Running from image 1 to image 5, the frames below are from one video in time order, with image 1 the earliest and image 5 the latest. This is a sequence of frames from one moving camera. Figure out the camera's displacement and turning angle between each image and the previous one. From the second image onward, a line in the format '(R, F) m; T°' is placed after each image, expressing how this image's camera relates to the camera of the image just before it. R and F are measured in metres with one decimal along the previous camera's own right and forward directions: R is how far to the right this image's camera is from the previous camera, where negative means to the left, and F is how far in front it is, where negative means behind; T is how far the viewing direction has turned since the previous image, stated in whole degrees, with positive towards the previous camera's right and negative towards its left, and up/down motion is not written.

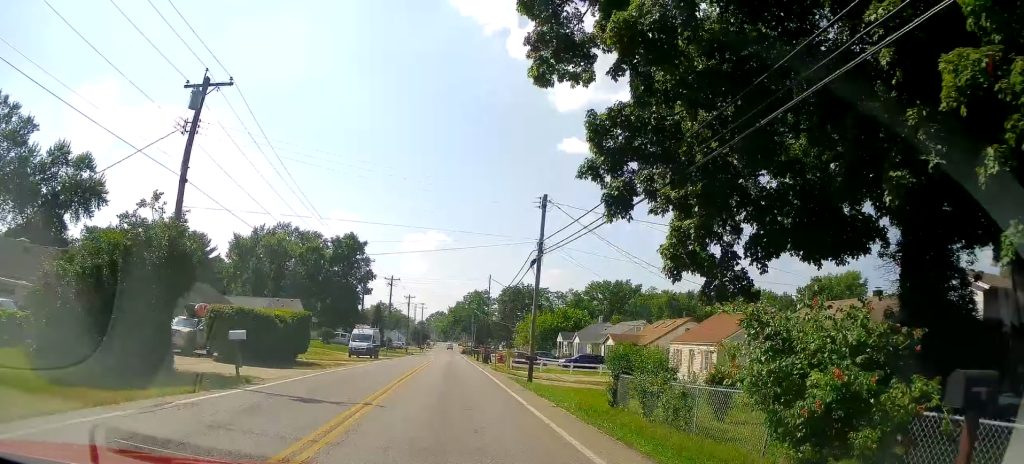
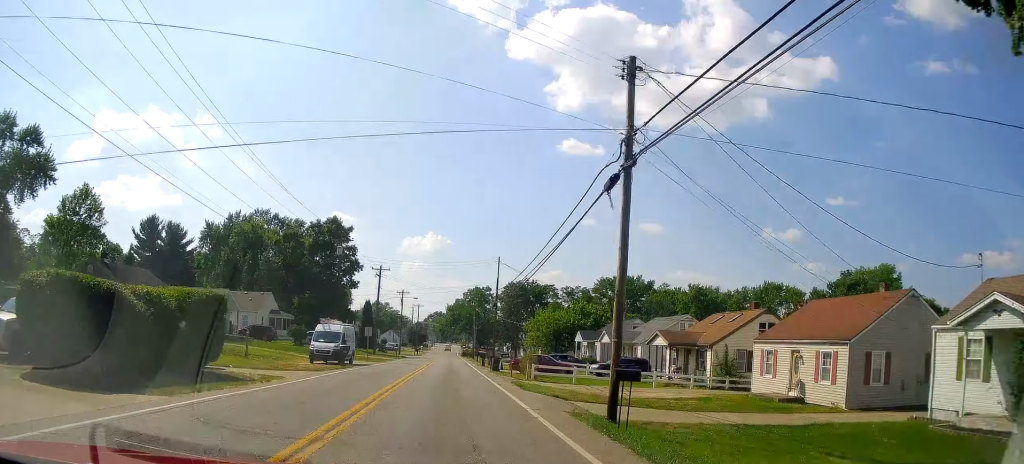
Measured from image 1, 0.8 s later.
(+0.3, +16.5) m; 0°
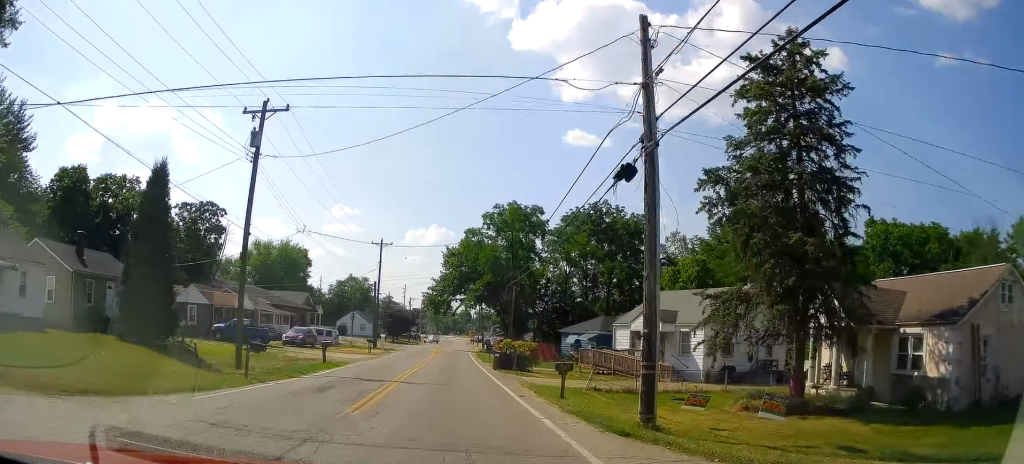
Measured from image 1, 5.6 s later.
(-7.6, +97.7) m; -1°
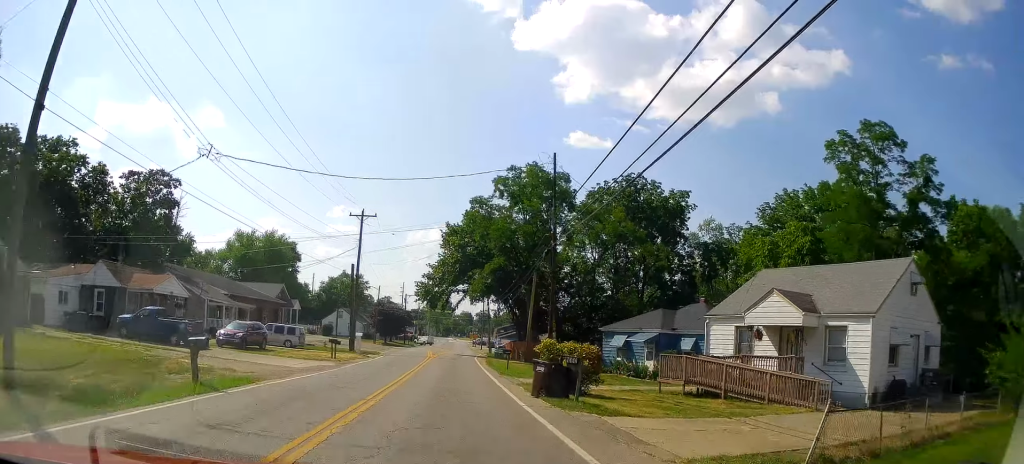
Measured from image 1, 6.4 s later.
(+0.2, +19.6) m; +1°
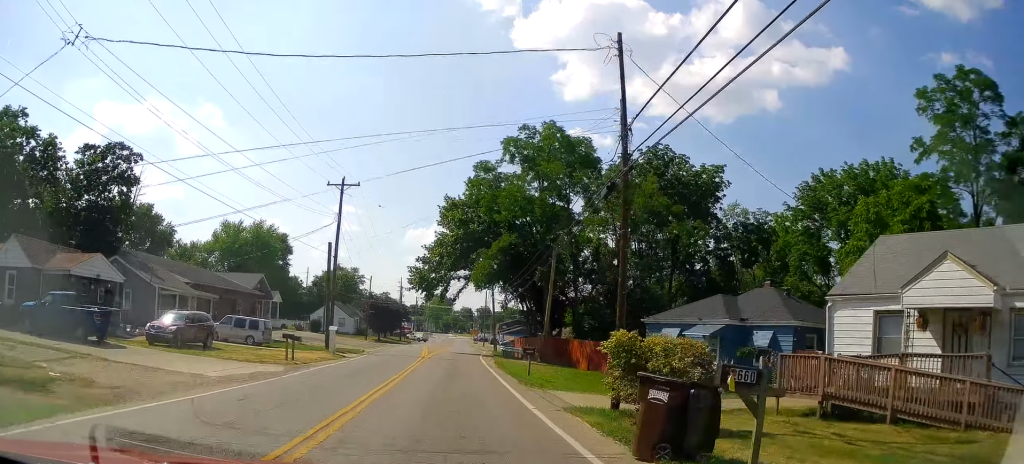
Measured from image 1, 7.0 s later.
(0.0, +12.8) m; 0°
